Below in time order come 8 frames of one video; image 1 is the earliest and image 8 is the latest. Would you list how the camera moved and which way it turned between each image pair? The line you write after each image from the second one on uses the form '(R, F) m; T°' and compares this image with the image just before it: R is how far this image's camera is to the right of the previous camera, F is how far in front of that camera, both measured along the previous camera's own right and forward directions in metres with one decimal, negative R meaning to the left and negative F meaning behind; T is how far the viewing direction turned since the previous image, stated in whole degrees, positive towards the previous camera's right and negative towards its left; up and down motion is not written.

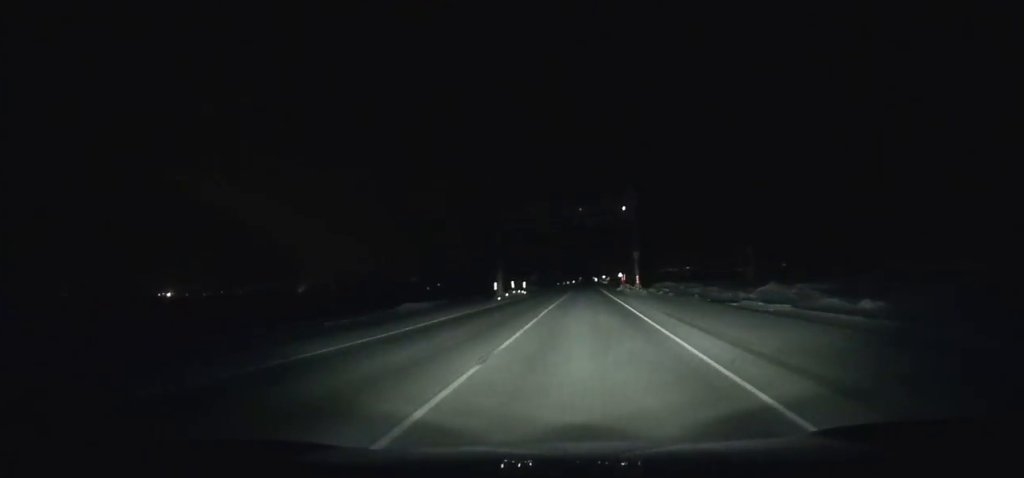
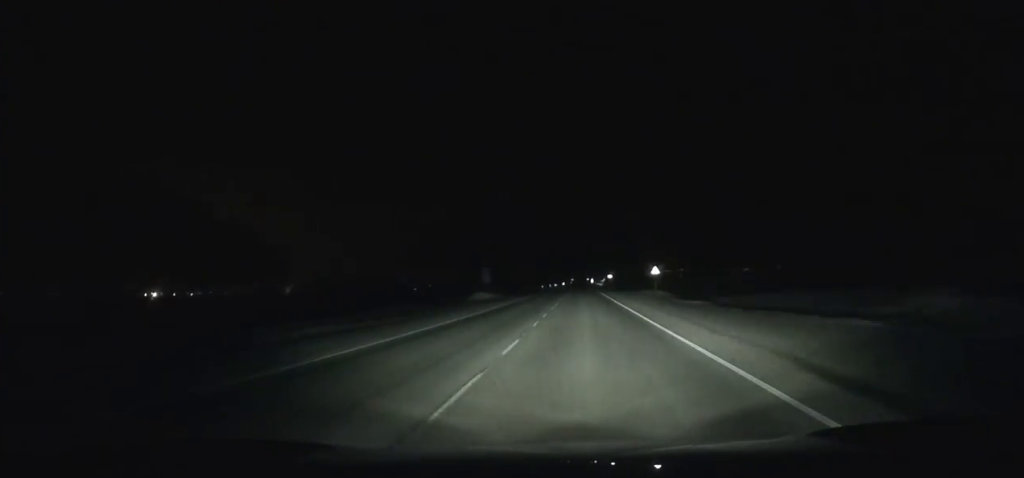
(+0.4, +79.2) m; +1°
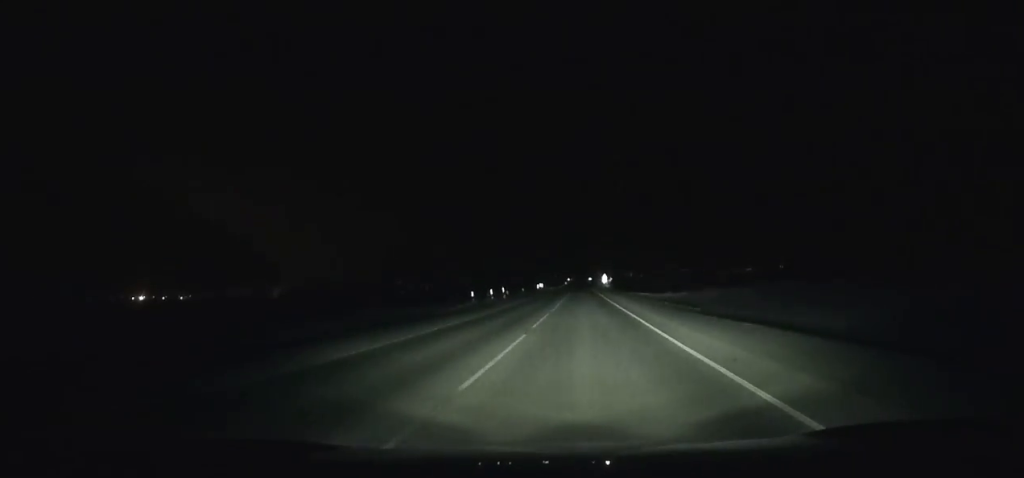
(+0.3, +154.6) m; 0°
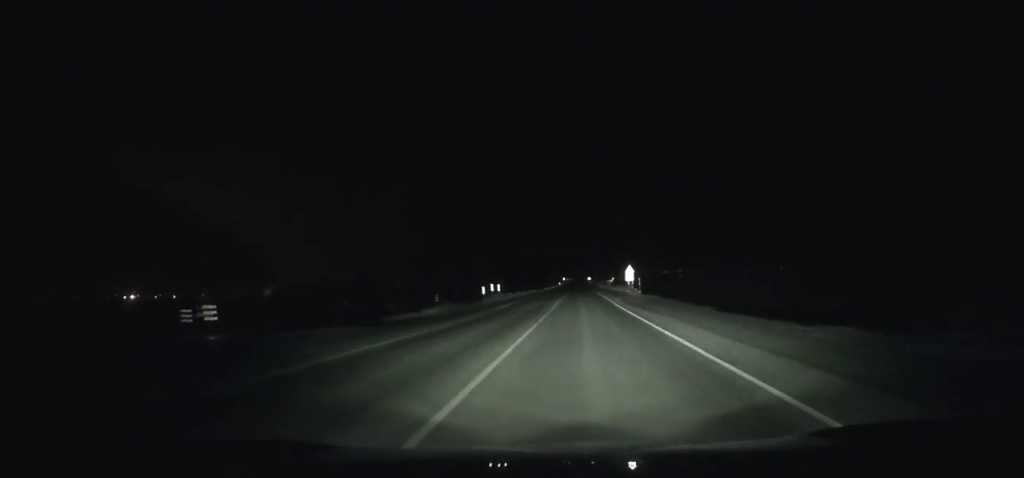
(-0.1, +65.7) m; 0°
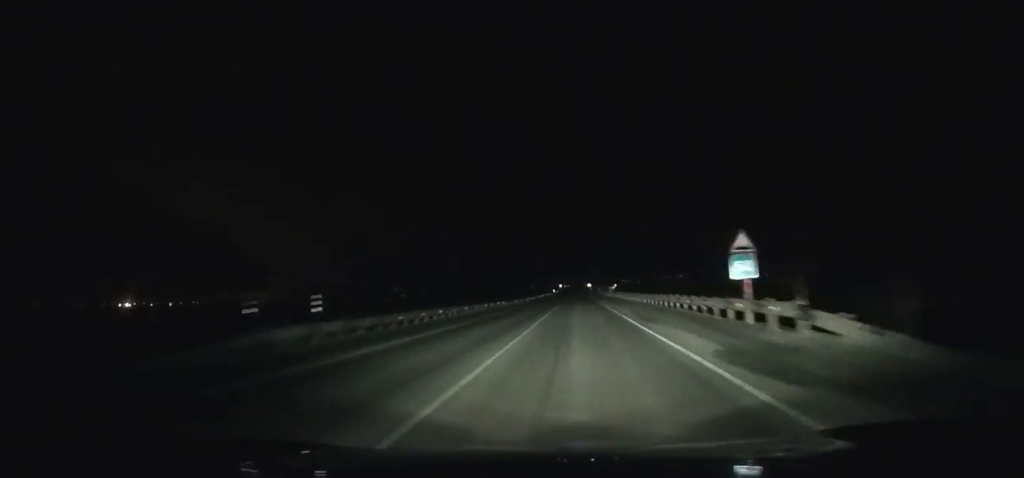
(0.0, +42.8) m; 0°
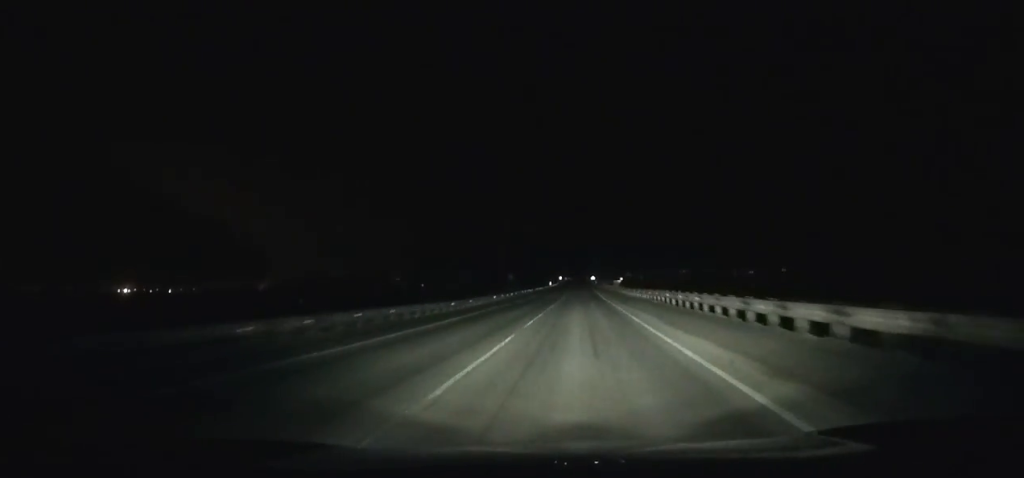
(0.0, +38.2) m; 0°
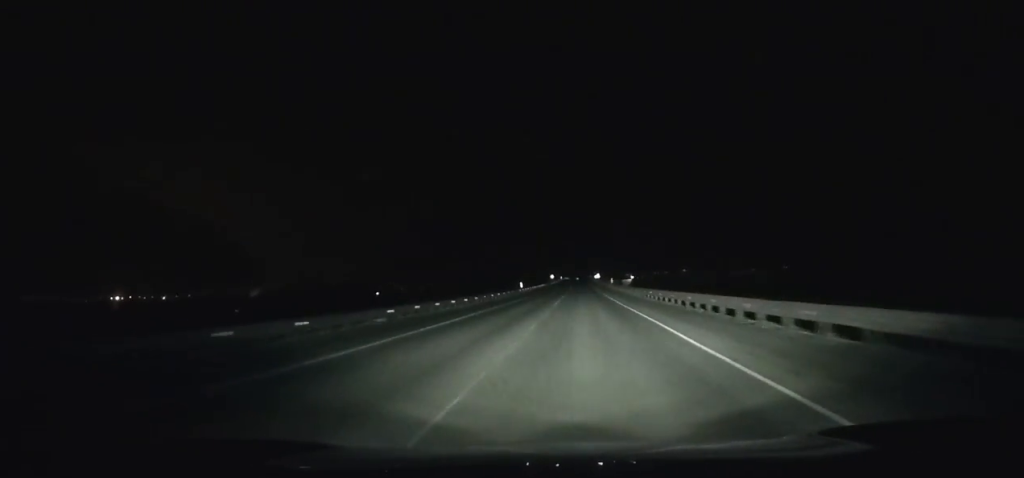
(0.0, +81.0) m; 0°
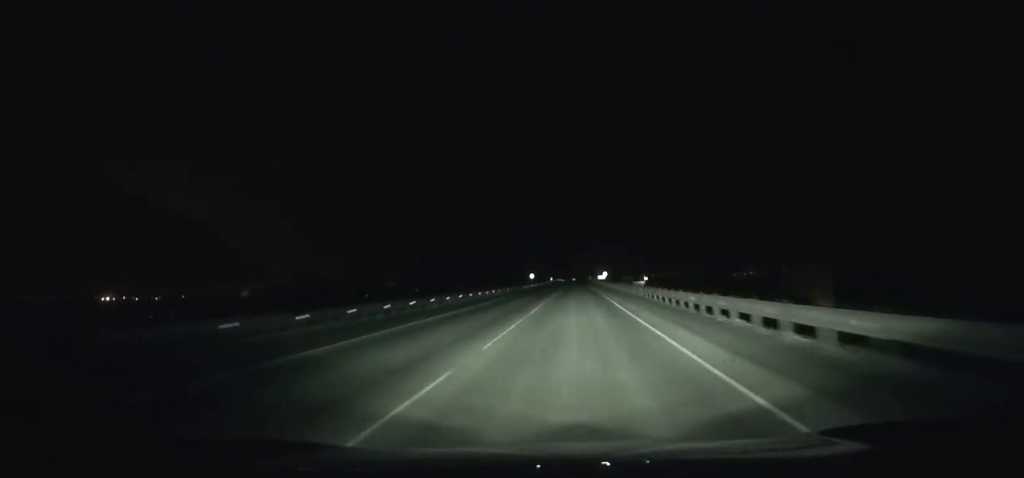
(+0.3, +71.8) m; 0°
